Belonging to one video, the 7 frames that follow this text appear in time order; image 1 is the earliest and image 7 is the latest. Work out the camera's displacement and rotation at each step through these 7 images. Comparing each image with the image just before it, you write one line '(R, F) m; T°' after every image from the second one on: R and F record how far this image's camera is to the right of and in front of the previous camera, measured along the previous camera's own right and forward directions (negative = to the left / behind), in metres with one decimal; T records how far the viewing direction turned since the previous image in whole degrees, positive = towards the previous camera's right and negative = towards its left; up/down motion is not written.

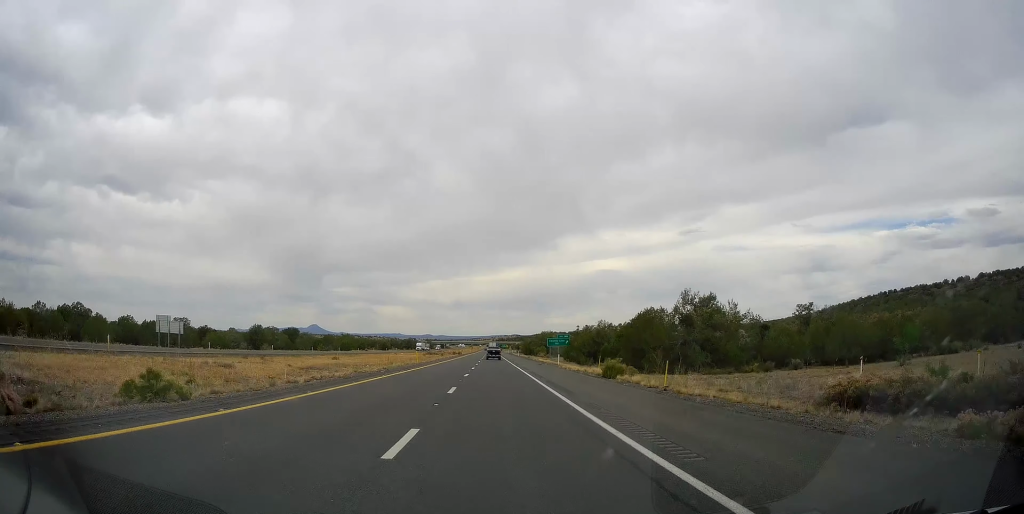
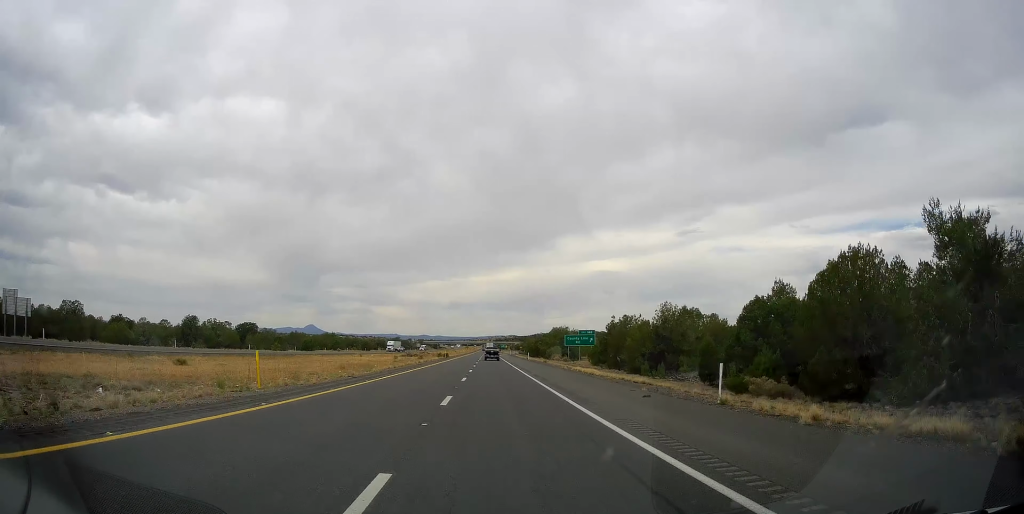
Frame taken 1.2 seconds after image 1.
(-0.2, +40.4) m; 0°
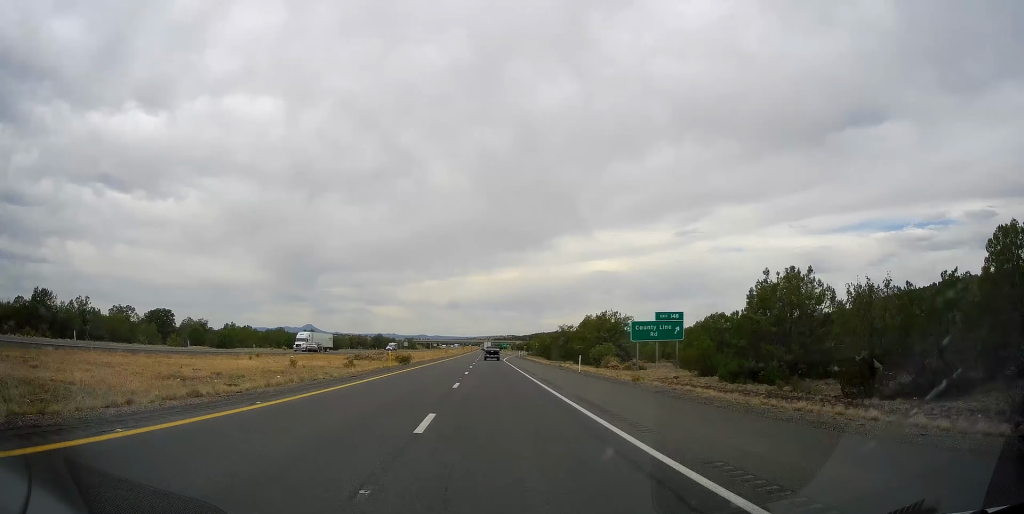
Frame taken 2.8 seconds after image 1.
(+0.7, +54.0) m; 0°
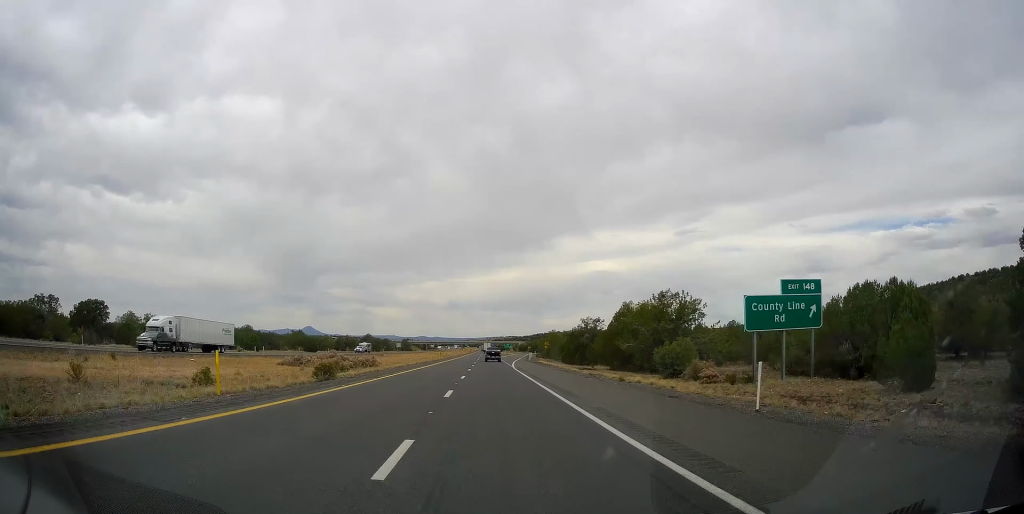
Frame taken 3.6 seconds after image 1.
(-0.2, +28.1) m; -1°
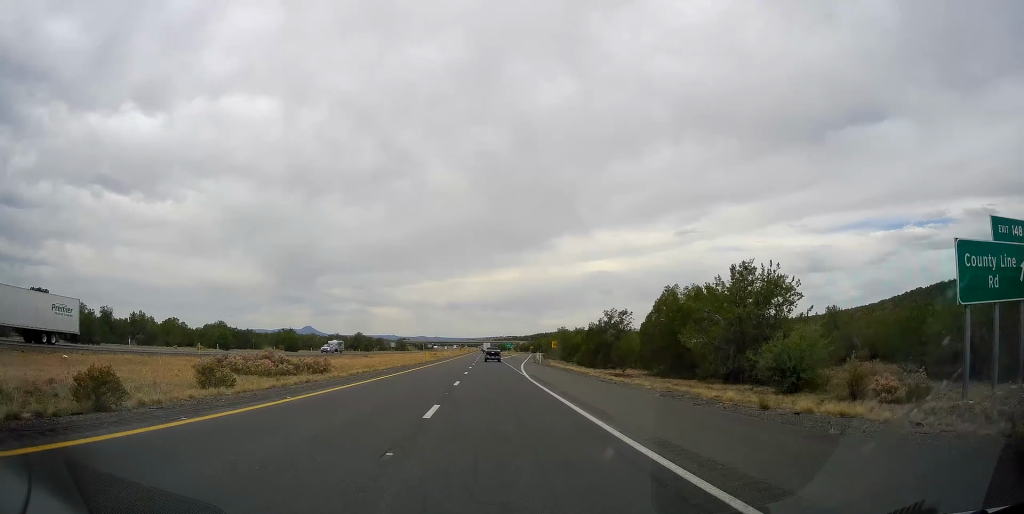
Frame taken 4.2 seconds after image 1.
(-0.3, +17.9) m; 0°
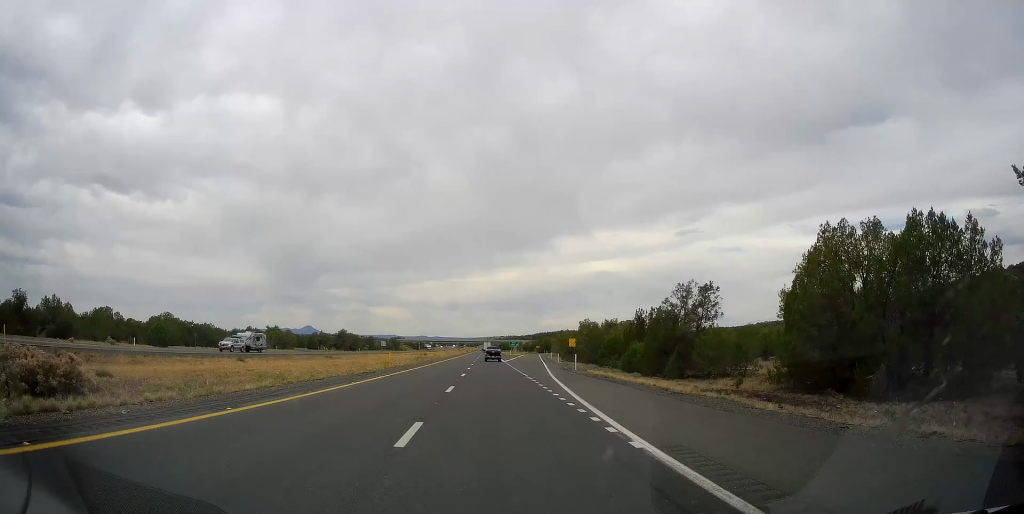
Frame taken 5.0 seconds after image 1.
(+0.2, +27.8) m; +1°
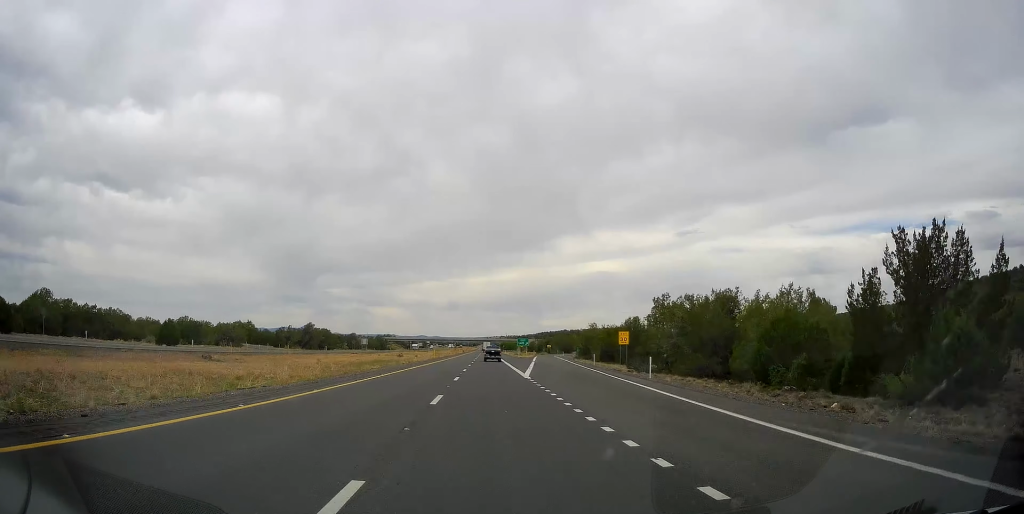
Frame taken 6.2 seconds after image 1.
(+0.5, +40.7) m; 0°
